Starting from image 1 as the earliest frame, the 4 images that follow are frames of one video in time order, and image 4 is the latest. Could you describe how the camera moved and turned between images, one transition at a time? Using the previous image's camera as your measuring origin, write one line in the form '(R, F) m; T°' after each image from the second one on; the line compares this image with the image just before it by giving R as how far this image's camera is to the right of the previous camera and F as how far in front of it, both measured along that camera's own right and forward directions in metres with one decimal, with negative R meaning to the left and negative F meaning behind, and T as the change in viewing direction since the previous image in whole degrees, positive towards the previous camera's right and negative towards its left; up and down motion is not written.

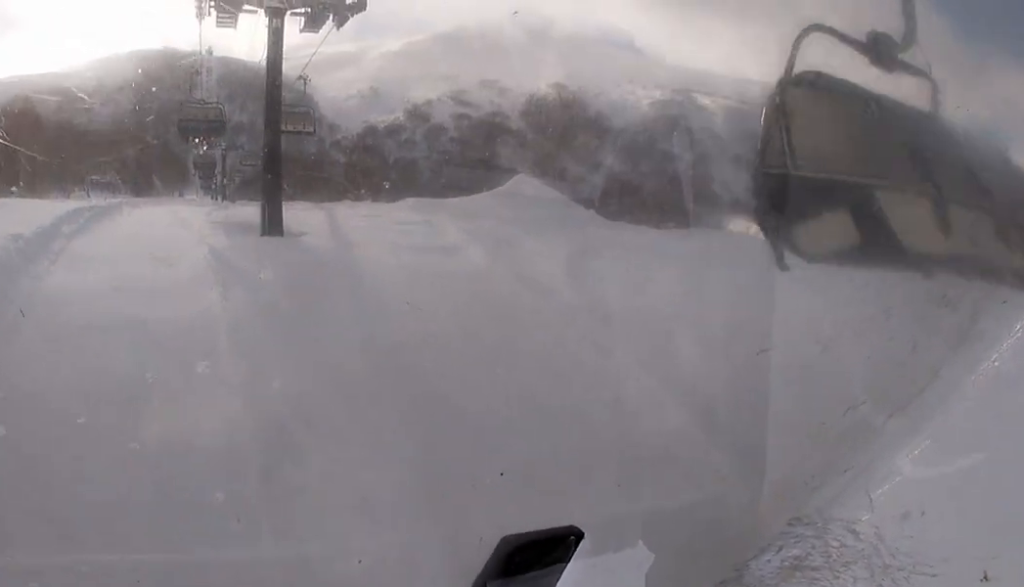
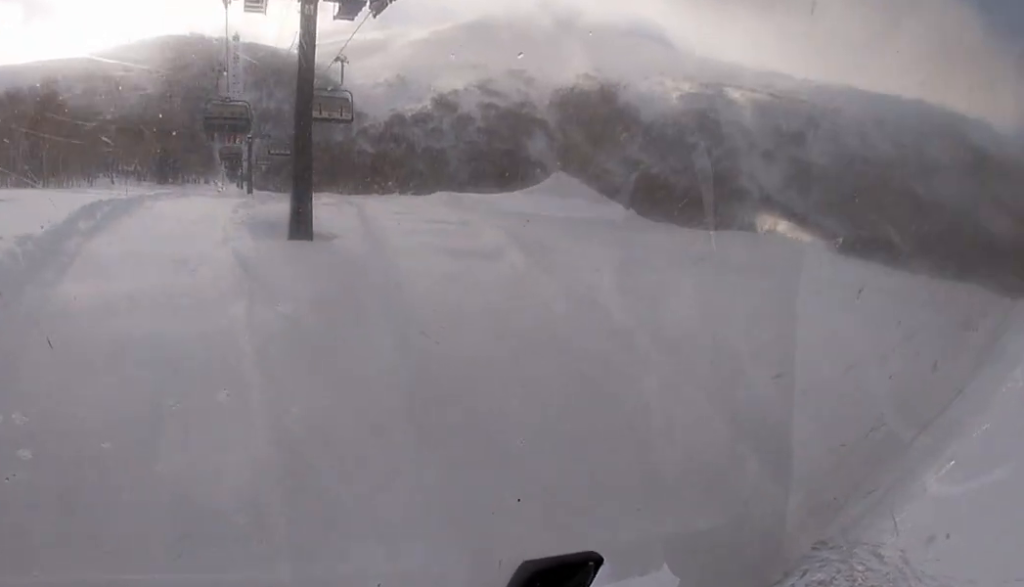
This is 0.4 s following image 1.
(-0.1, +1.4) m; -3°
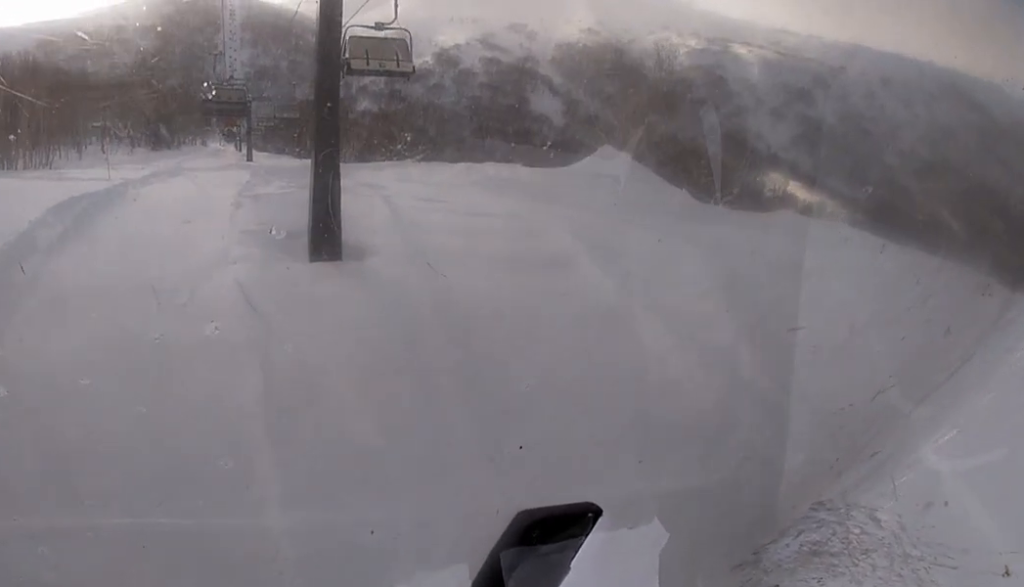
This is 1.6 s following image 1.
(-0.2, +3.6) m; +6°
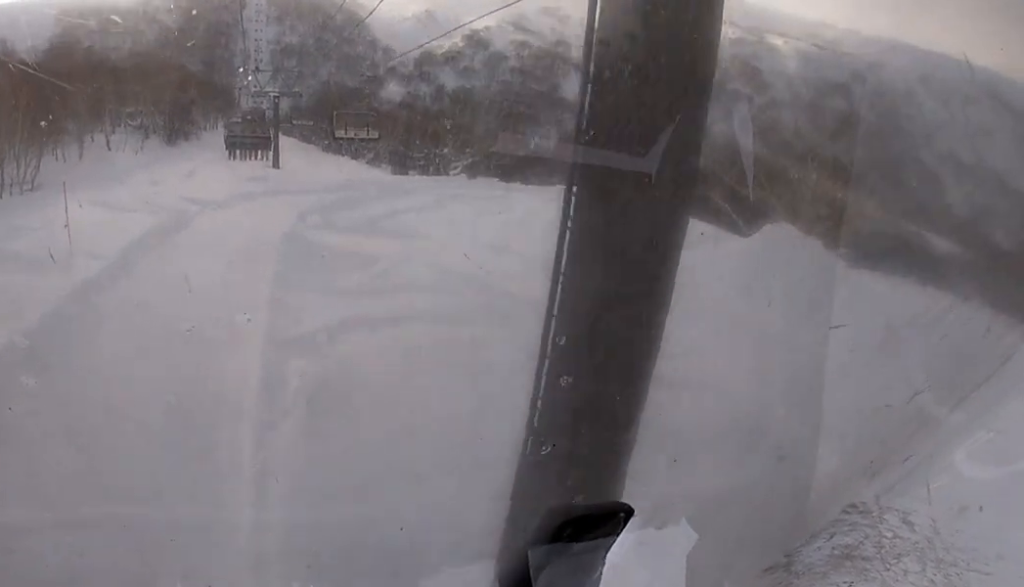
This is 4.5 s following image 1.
(-1.2, +8.3) m; -18°
